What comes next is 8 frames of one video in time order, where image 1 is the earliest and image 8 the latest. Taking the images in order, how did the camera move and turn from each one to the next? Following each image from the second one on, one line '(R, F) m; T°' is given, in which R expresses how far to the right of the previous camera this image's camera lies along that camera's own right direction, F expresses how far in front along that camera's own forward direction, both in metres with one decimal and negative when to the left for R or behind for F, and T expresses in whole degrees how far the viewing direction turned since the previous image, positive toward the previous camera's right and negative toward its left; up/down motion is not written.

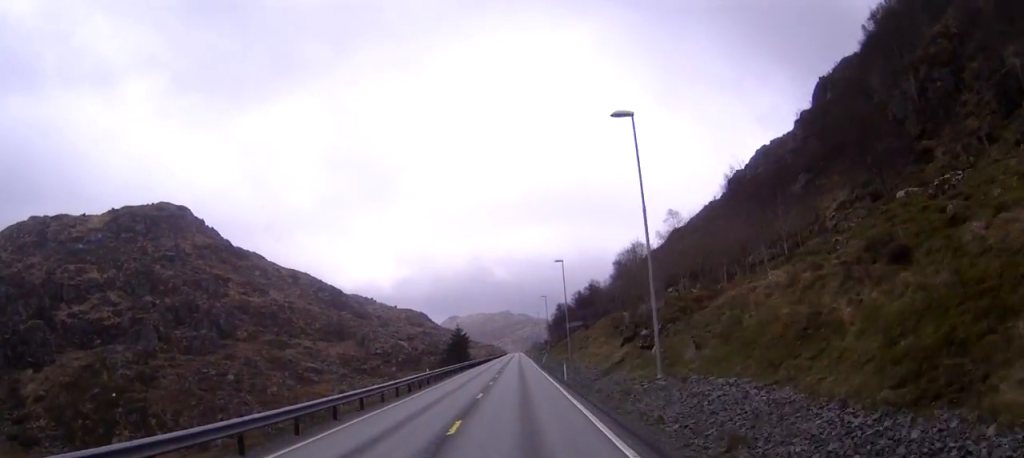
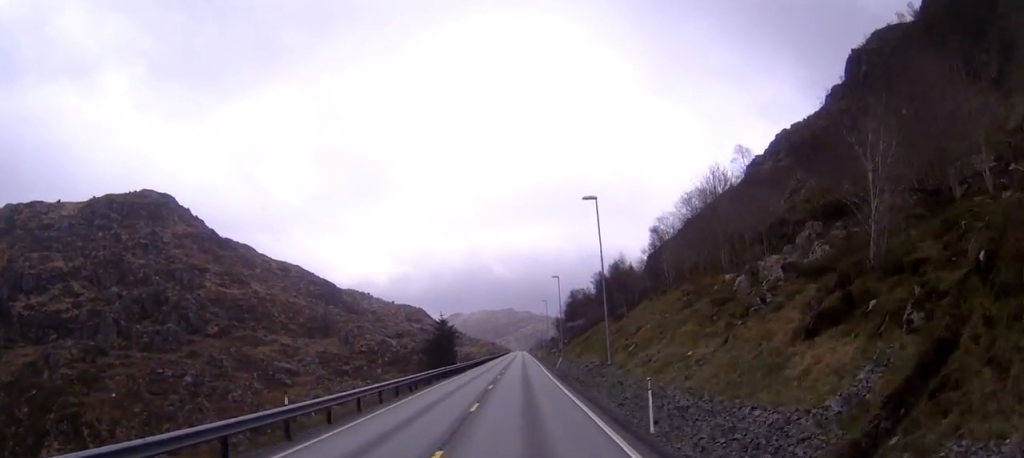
(-0.1, +28.7) m; 0°
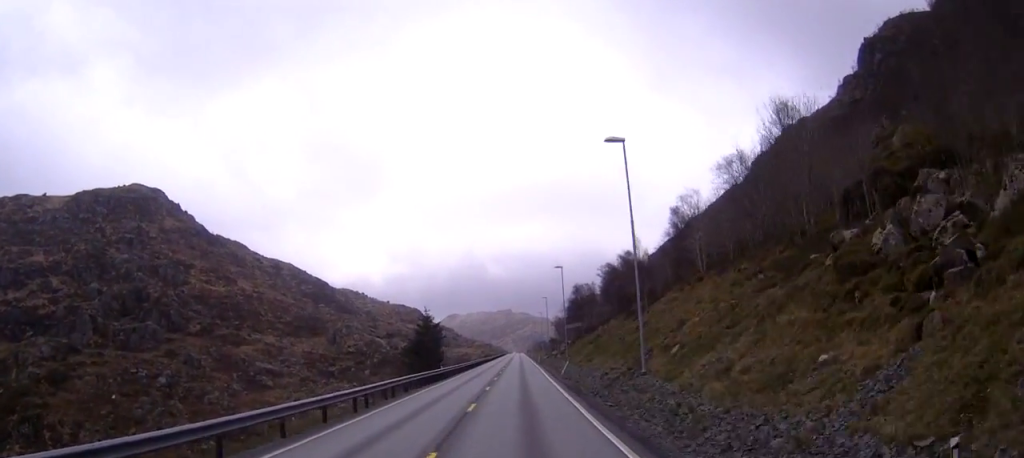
(0.0, +12.0) m; 0°
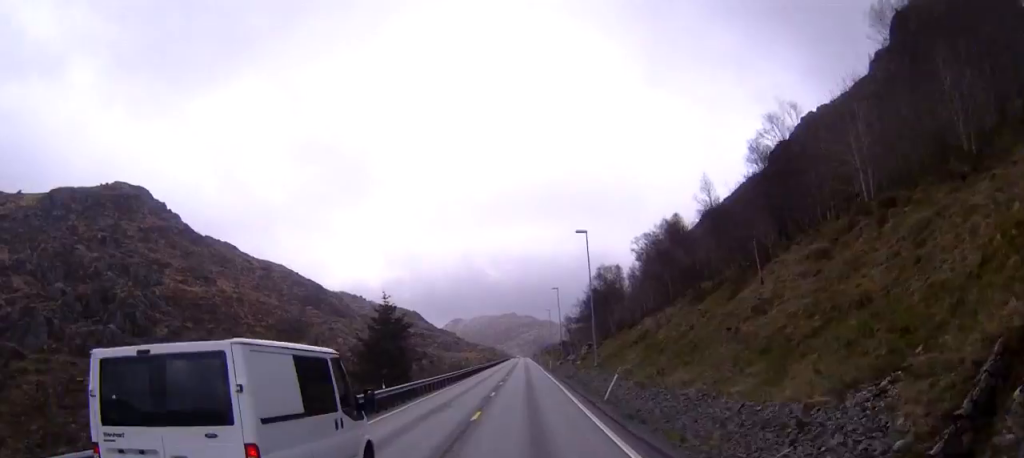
(+0.1, +24.6) m; +1°
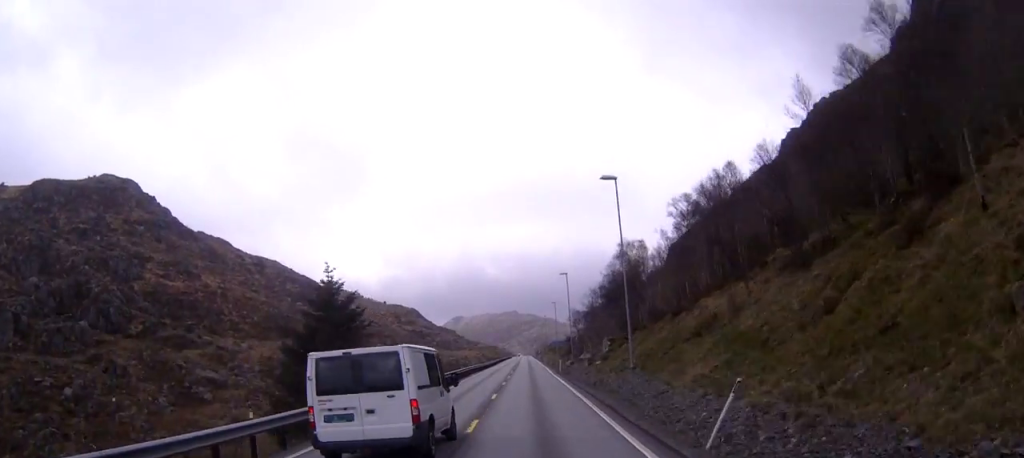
(+0.1, +15.4) m; 0°
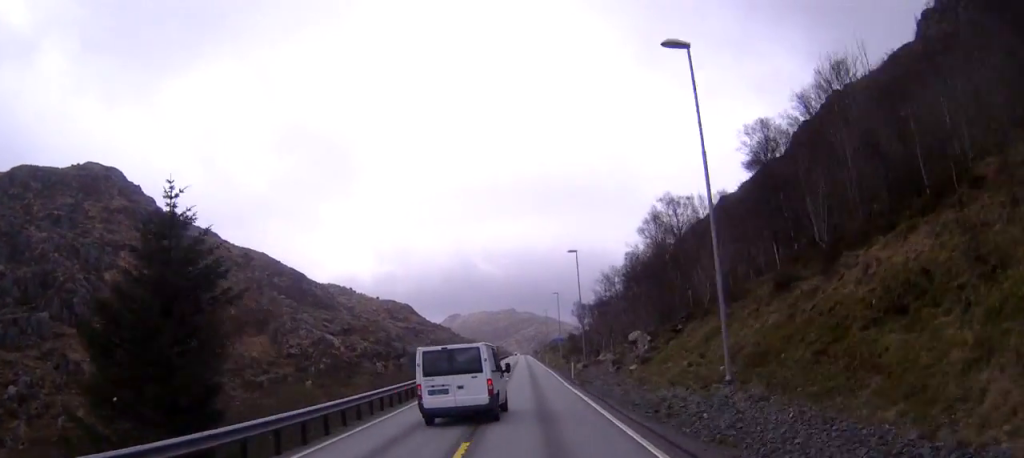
(+0.1, +16.7) m; 0°
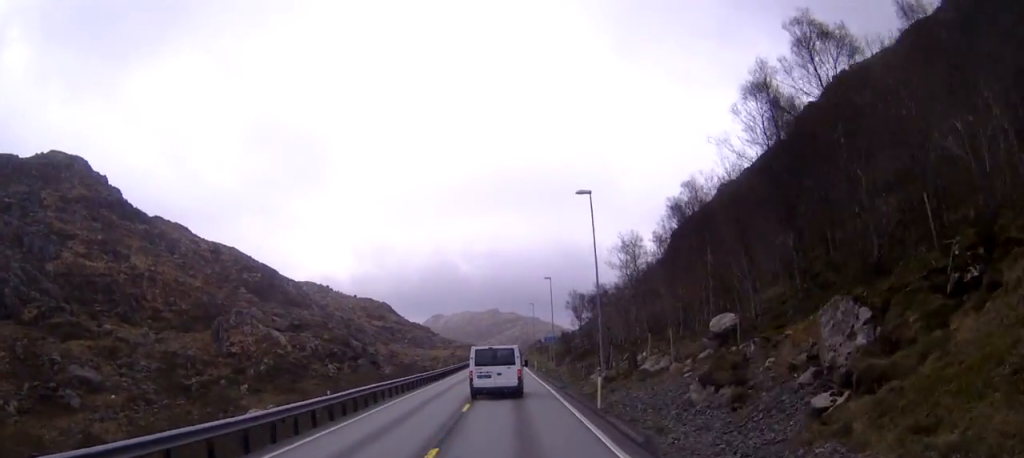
(-0.1, +24.1) m; 0°
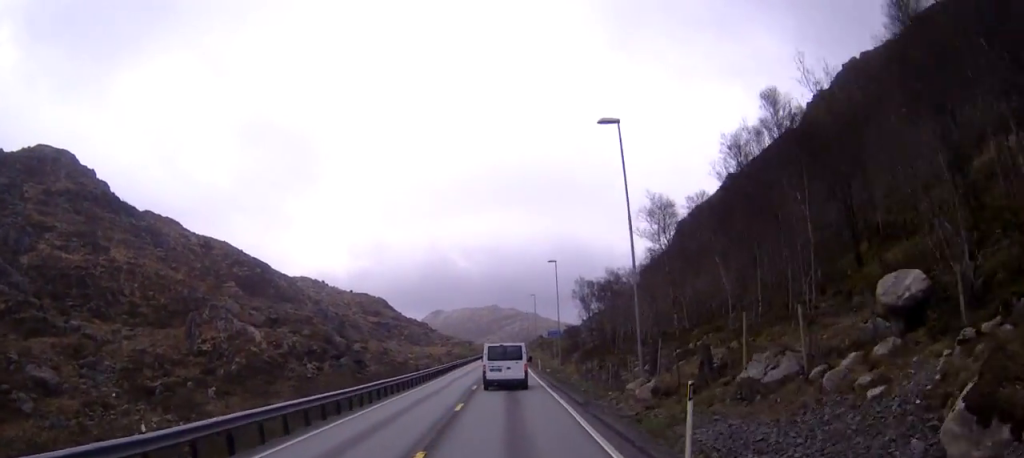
(0.0, +12.3) m; 0°
